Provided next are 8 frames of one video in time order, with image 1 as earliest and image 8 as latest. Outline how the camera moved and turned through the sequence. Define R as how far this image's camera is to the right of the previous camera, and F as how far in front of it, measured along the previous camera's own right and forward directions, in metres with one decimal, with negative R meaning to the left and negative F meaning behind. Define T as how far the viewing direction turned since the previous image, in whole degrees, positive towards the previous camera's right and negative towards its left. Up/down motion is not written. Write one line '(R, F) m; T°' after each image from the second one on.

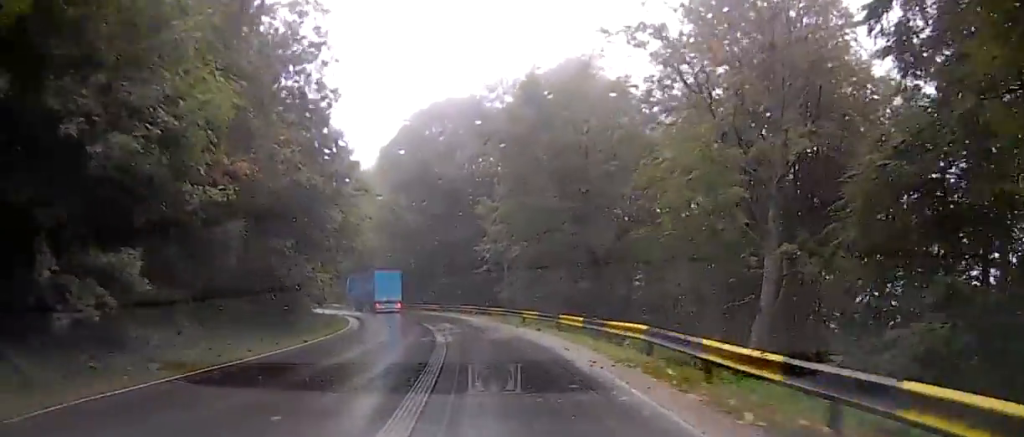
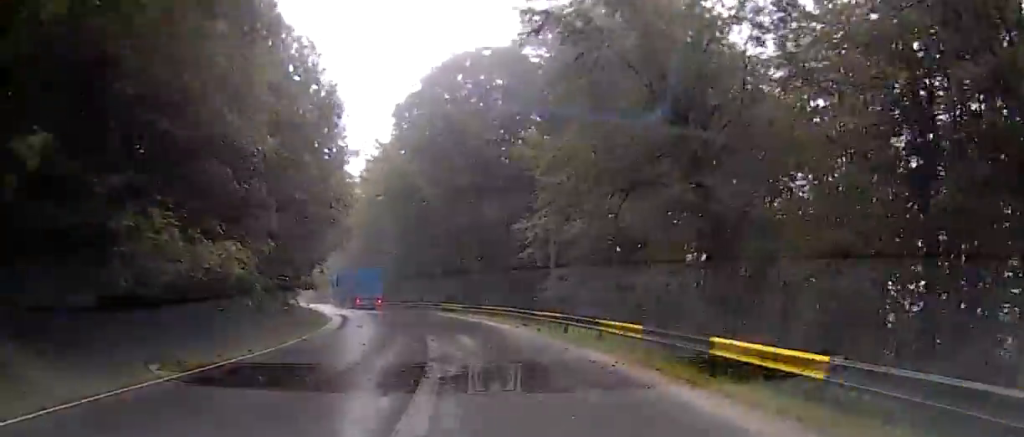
(0.0, +13.8) m; 0°
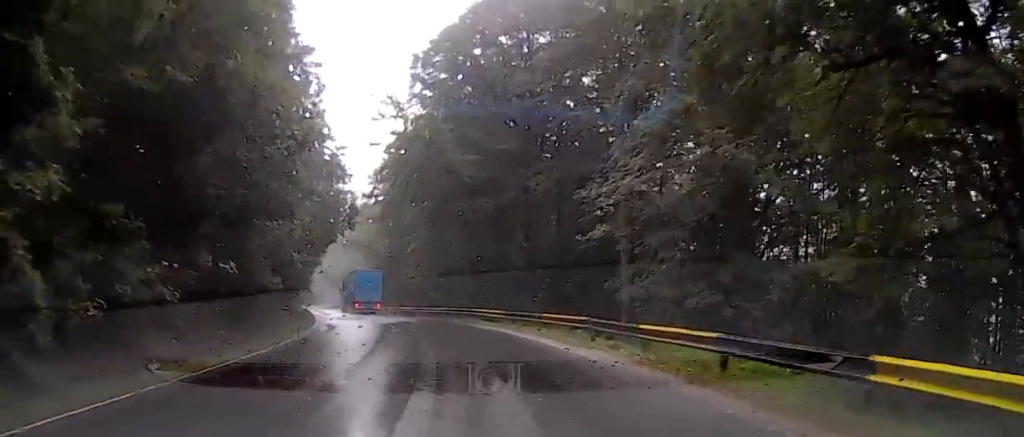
(0.0, +11.4) m; -4°
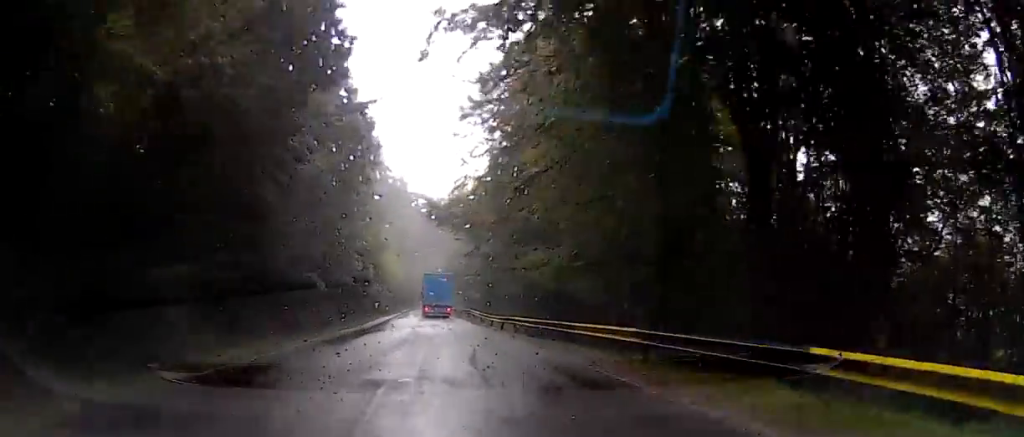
(-1.3, +26.8) m; -7°
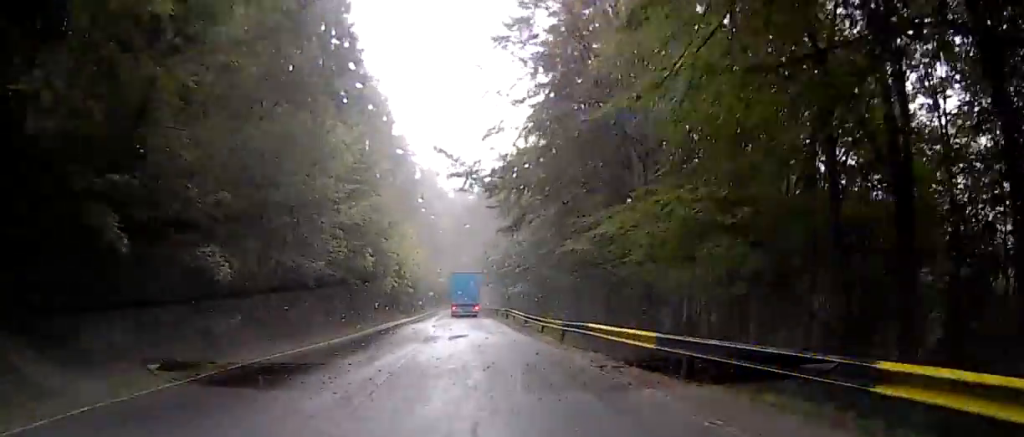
(-0.8, +12.1) m; -6°
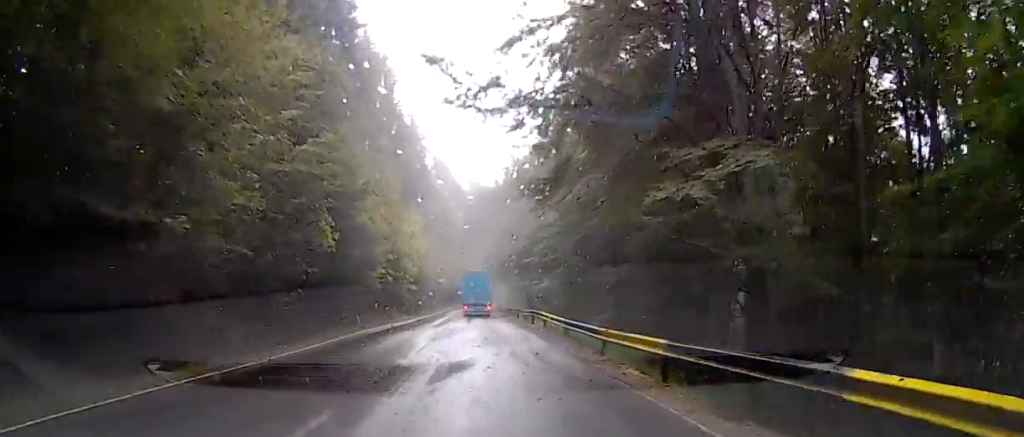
(-0.9, +11.1) m; -3°
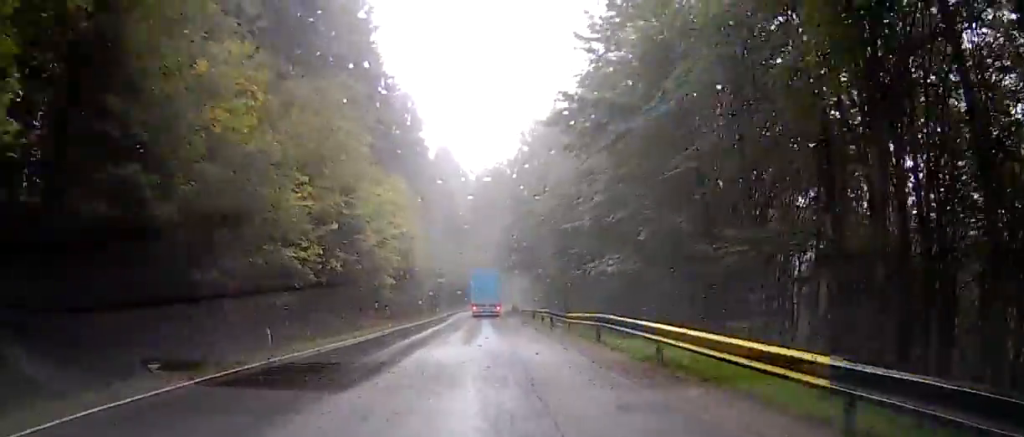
(+0.5, +16.8) m; +1°
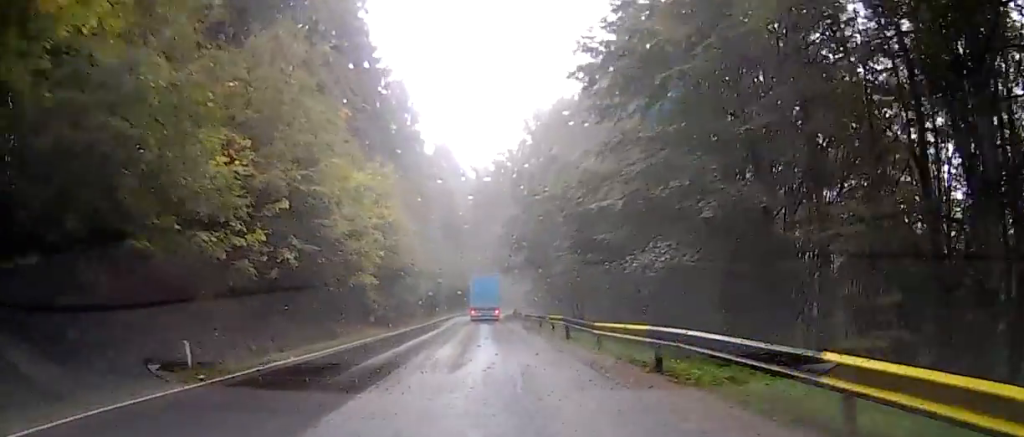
(-0.4, +5.9) m; 0°
